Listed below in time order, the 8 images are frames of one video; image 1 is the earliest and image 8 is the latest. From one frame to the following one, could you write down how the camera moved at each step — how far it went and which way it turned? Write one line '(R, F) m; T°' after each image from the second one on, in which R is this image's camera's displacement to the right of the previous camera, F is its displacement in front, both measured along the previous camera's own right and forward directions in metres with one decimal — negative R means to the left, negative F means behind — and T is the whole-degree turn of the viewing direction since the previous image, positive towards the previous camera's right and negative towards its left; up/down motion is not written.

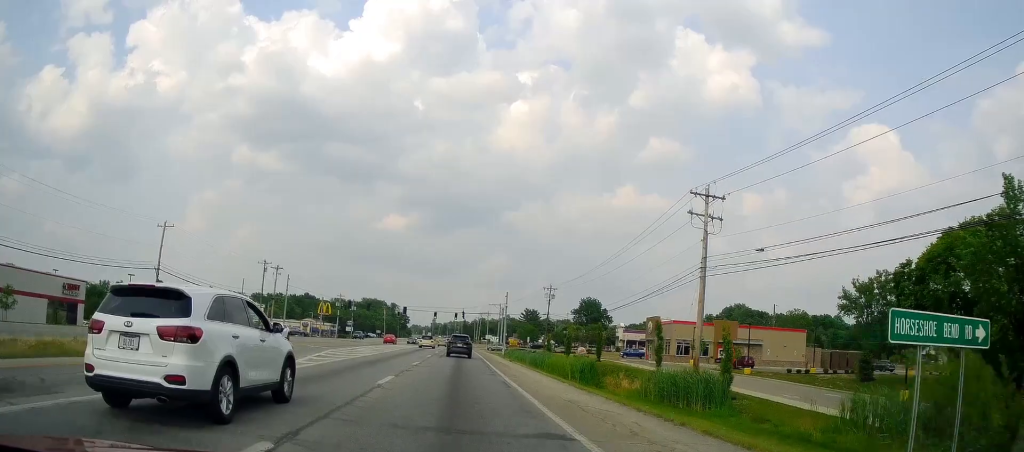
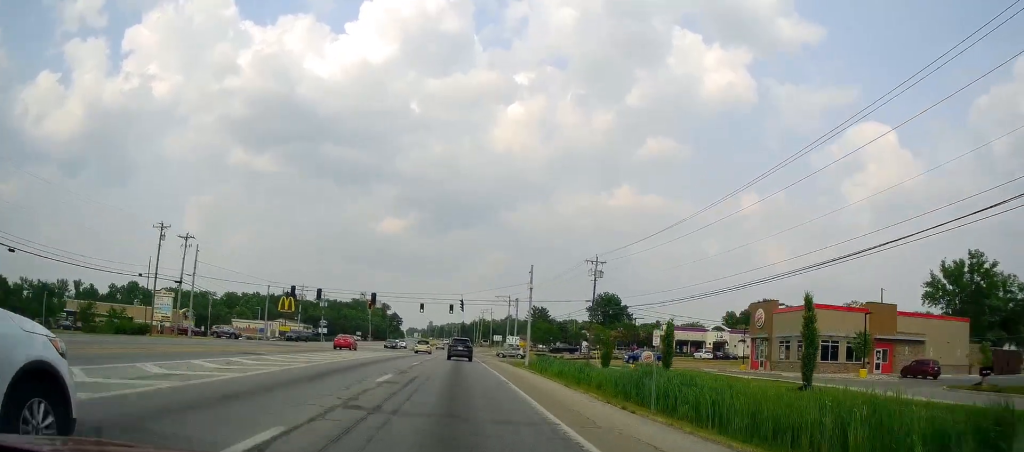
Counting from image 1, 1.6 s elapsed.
(-0.5, +35.2) m; -2°
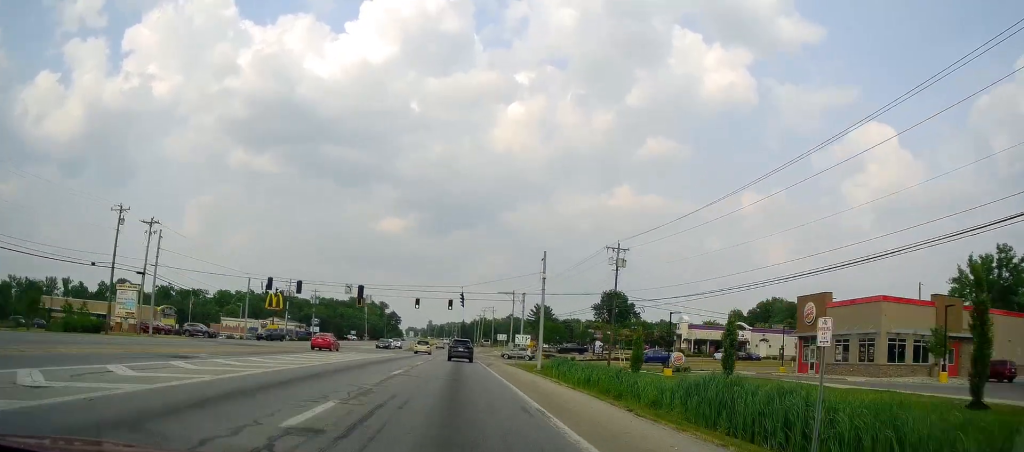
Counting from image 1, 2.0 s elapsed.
(-0.4, +8.9) m; 0°
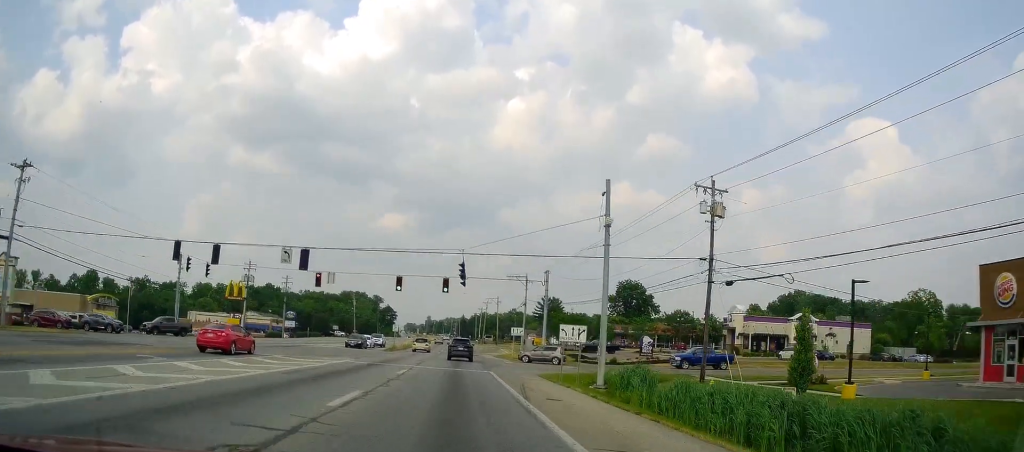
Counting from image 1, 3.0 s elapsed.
(+0.9, +21.9) m; +2°
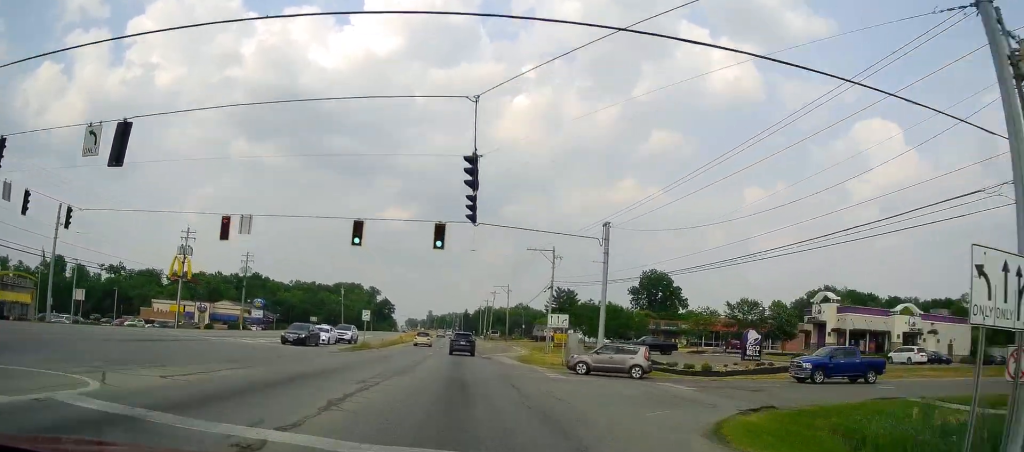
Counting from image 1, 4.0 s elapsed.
(-0.2, +22.7) m; -1°
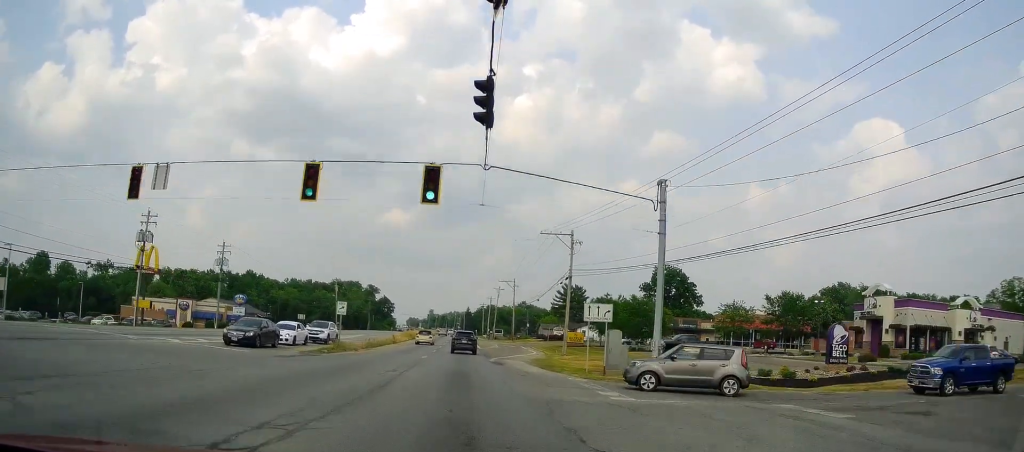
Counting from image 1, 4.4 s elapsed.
(-0.1, +9.9) m; 0°
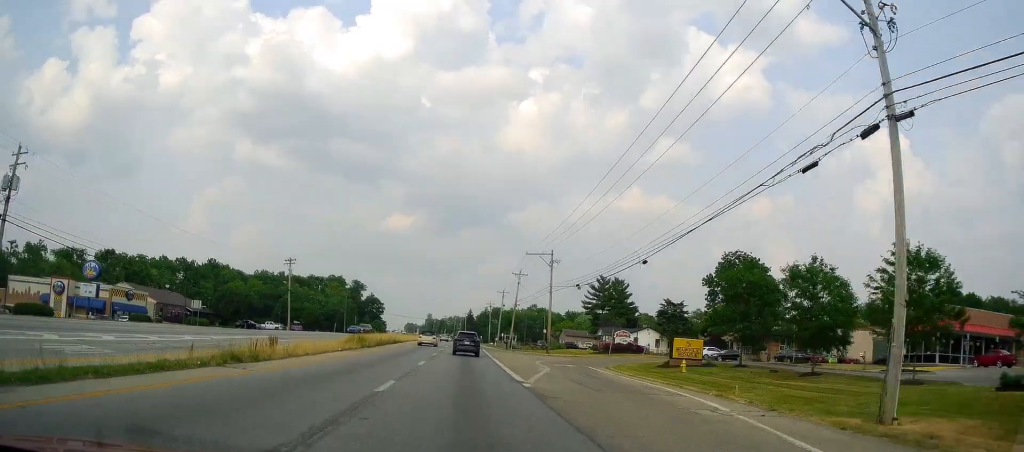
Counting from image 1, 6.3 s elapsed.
(+0.2, +42.7) m; +2°
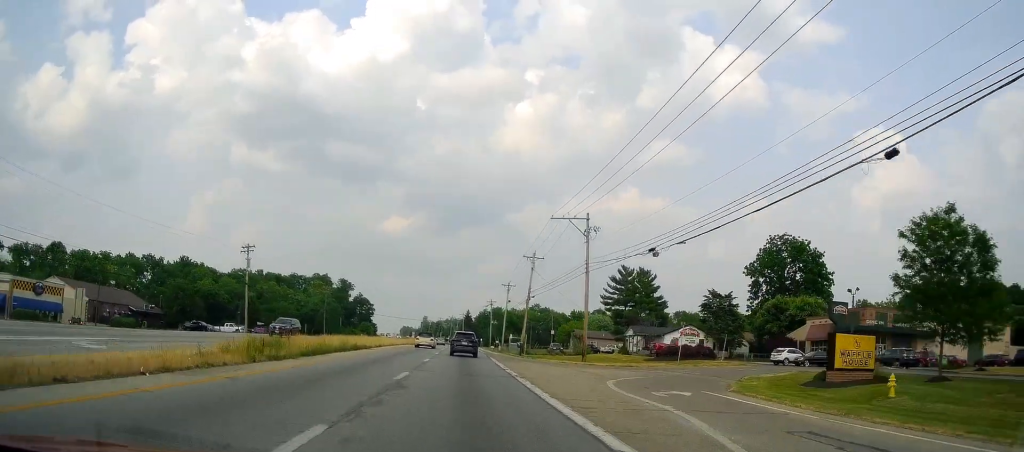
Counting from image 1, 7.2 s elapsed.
(+0.2, +20.6) m; +1°
